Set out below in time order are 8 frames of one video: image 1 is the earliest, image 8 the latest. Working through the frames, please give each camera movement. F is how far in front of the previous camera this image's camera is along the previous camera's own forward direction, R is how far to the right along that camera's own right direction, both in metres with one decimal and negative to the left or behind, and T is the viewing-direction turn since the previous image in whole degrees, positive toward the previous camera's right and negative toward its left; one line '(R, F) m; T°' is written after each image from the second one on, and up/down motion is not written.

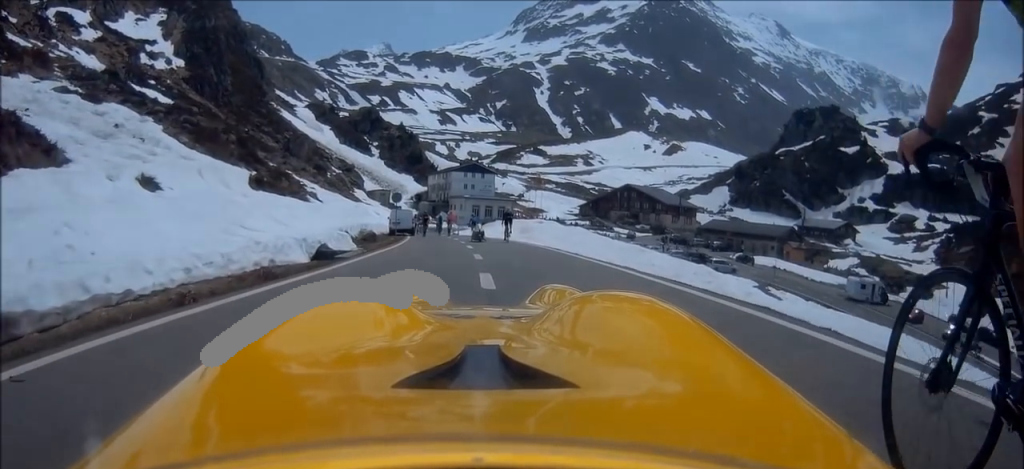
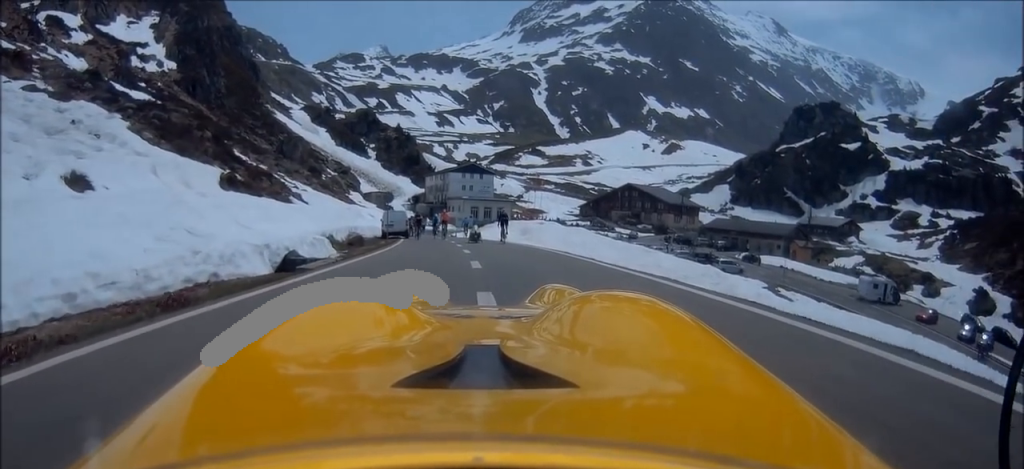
(-0.2, +2.4) m; -1°
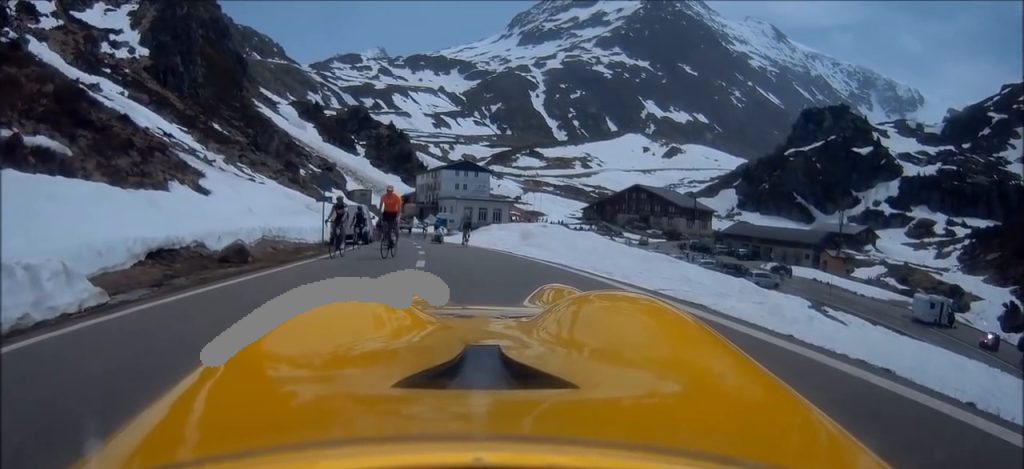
(+0.1, +10.4) m; +1°
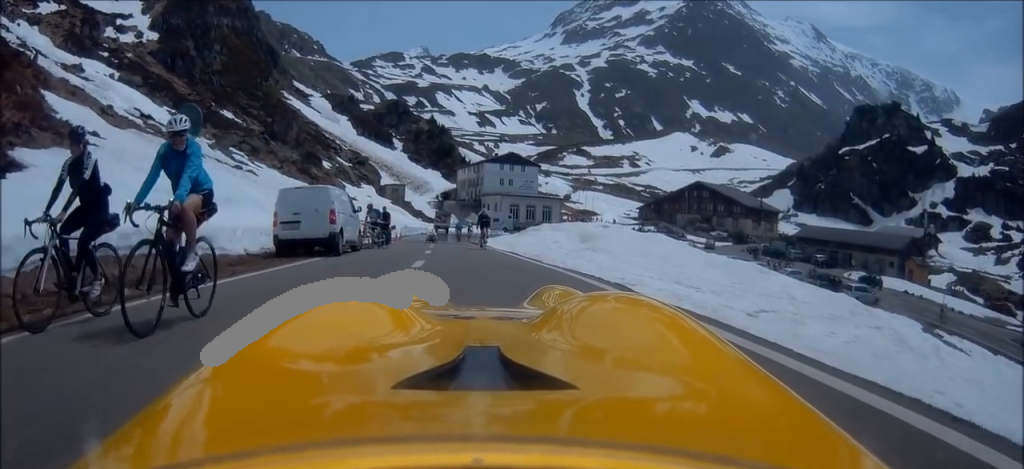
(-0.3, +11.3) m; -4°
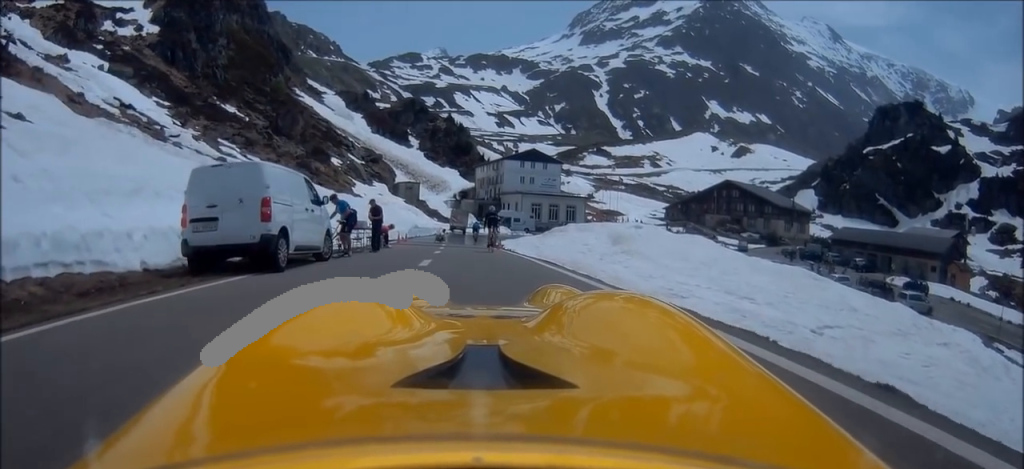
(-0.1, +5.7) m; -1°
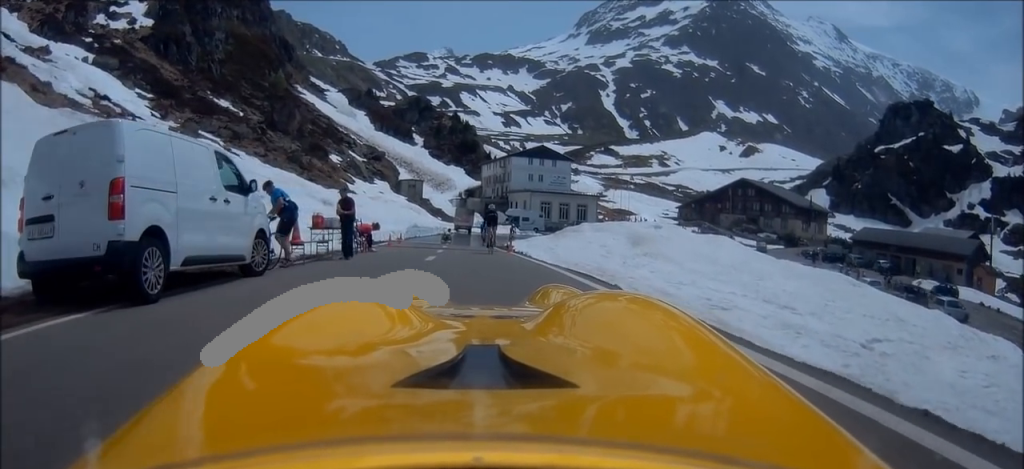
(0.0, +4.3) m; 0°
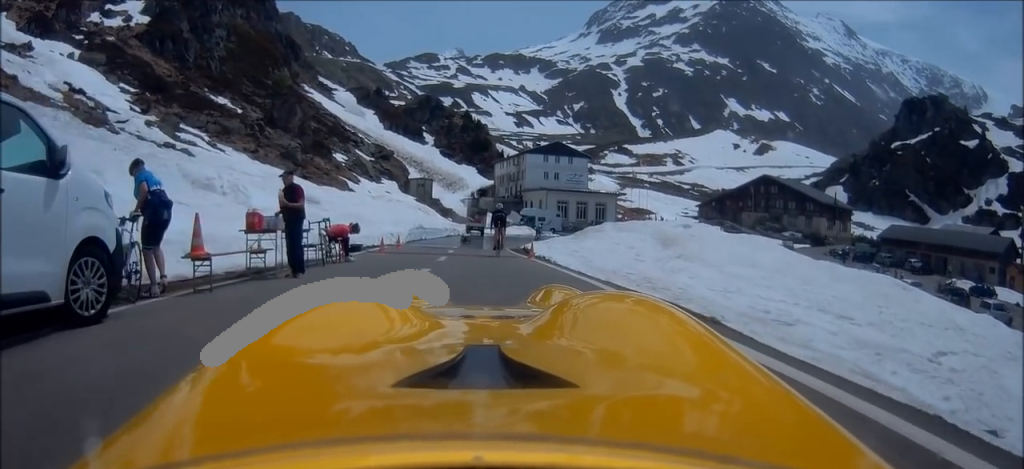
(0.0, +4.4) m; 0°
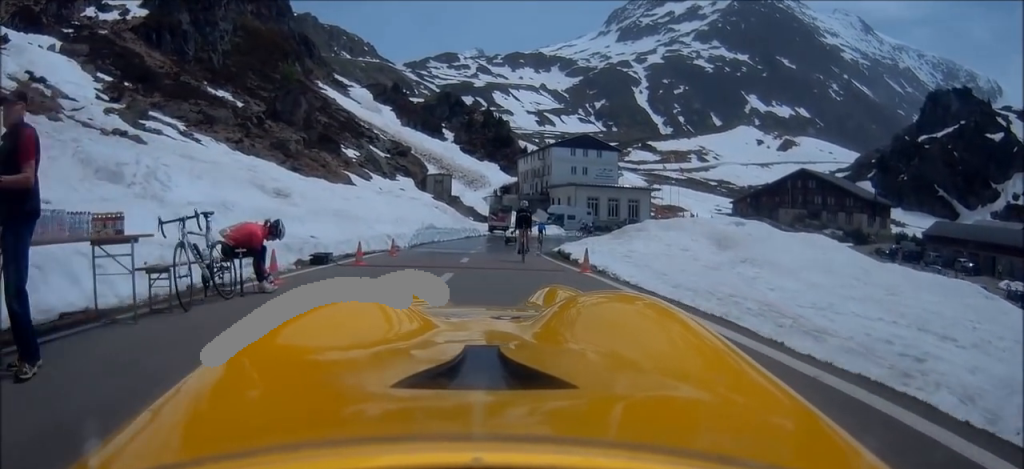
(0.0, +6.0) m; -1°
